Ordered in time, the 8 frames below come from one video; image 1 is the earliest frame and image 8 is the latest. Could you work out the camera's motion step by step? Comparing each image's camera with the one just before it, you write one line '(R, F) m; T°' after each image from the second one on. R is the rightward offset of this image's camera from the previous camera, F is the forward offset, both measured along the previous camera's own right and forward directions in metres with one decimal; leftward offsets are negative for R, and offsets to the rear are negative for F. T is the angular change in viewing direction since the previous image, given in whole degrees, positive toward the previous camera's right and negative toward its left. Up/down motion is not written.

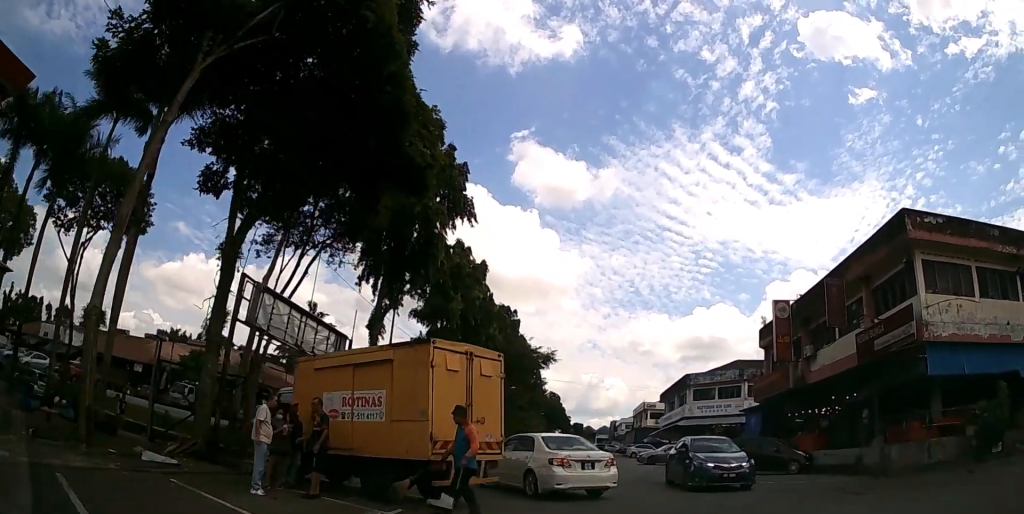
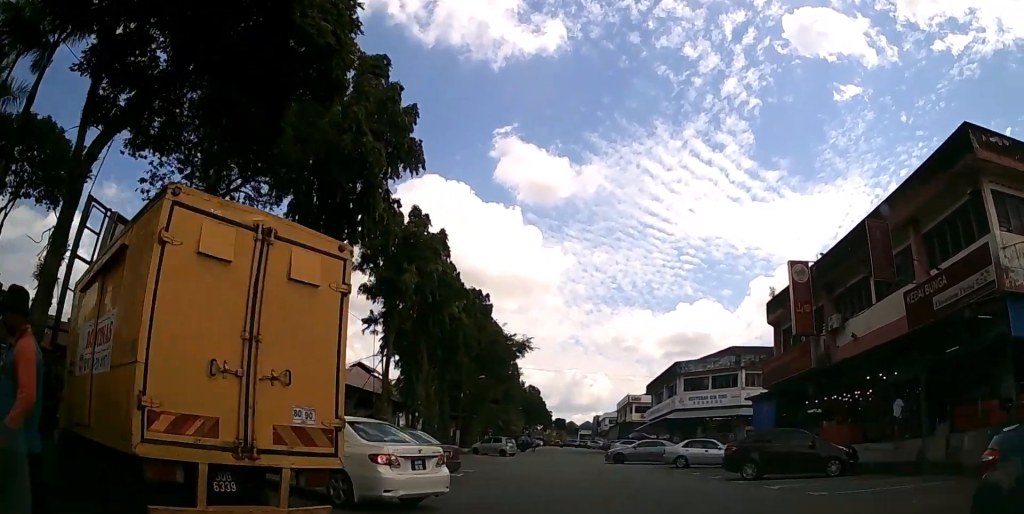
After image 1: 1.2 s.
(+0.2, +5.5) m; +3°
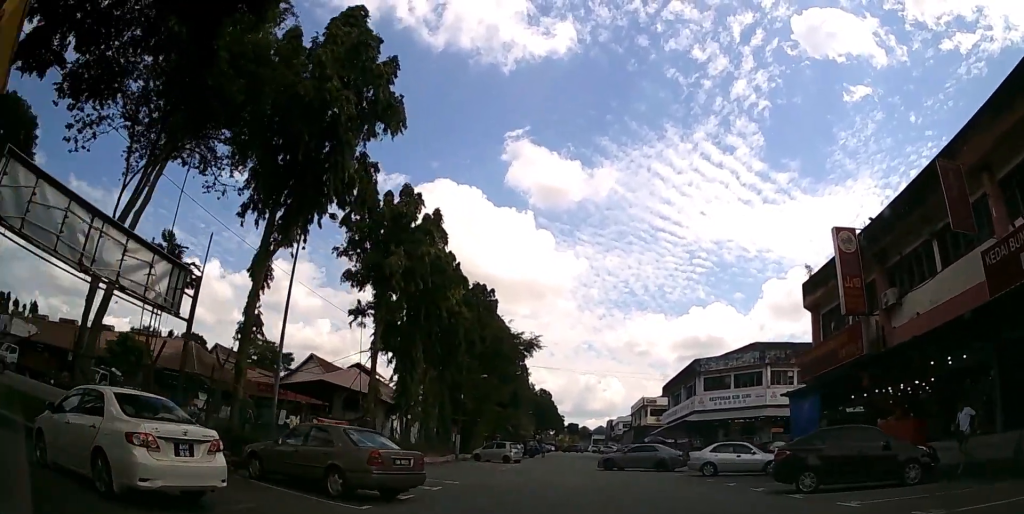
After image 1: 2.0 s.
(+0.1, +4.0) m; -1°
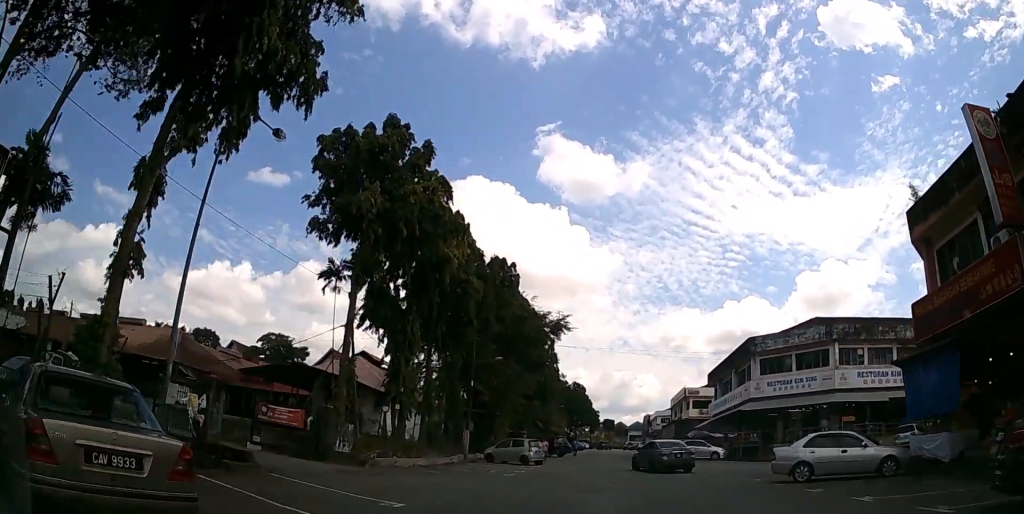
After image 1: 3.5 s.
(-0.4, +7.1) m; -7°
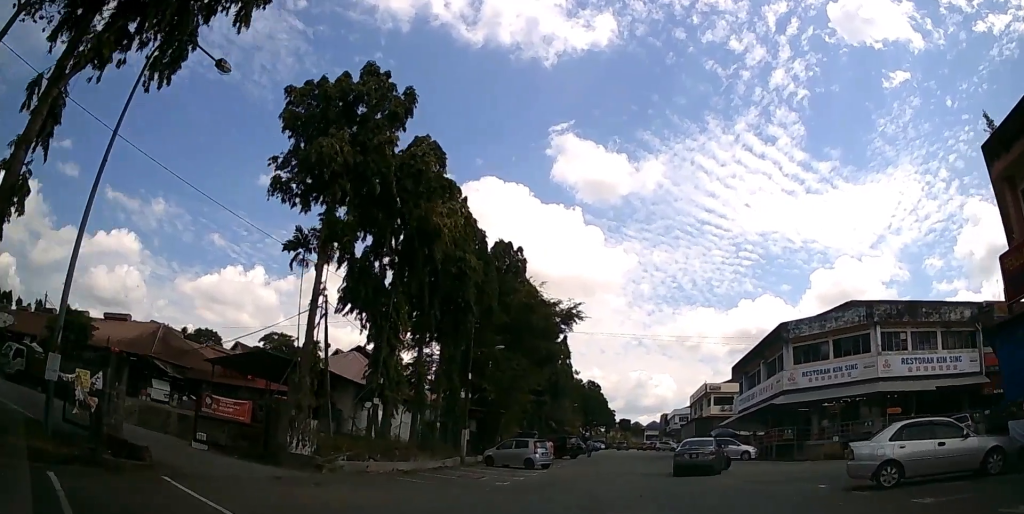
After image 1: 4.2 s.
(-0.1, +4.1) m; -3°
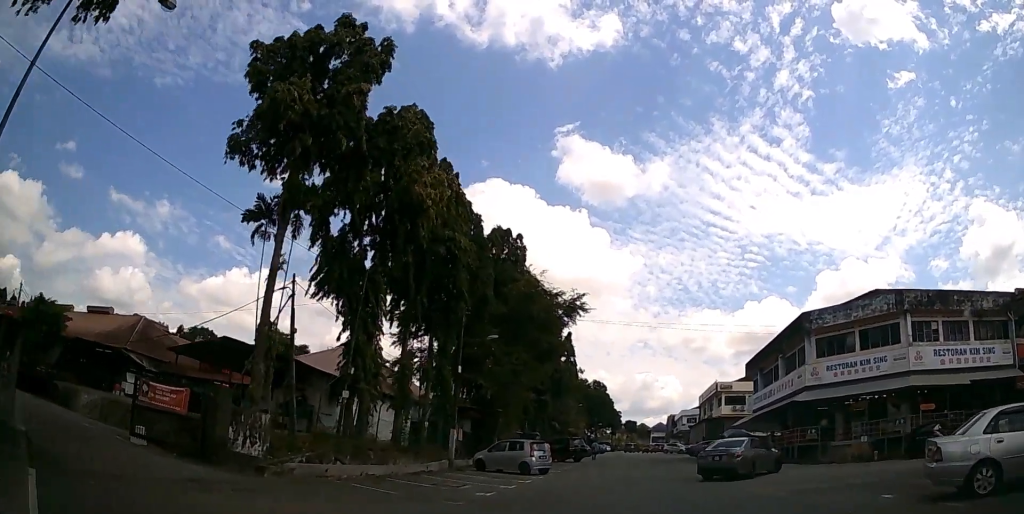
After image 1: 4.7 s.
(-0.1, +3.3) m; 0°
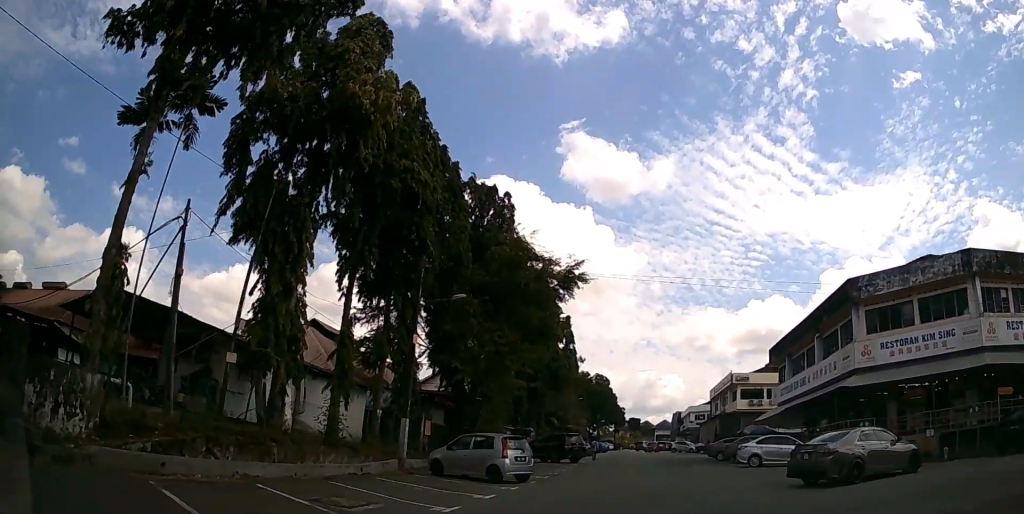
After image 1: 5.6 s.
(0.0, +6.2) m; +1°
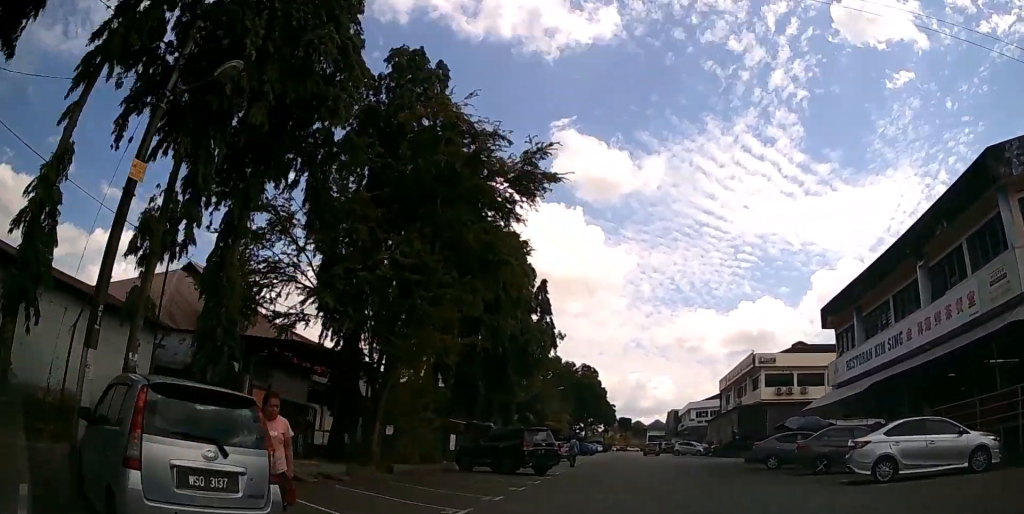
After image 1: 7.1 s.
(+0.4, +12.9) m; +3°
